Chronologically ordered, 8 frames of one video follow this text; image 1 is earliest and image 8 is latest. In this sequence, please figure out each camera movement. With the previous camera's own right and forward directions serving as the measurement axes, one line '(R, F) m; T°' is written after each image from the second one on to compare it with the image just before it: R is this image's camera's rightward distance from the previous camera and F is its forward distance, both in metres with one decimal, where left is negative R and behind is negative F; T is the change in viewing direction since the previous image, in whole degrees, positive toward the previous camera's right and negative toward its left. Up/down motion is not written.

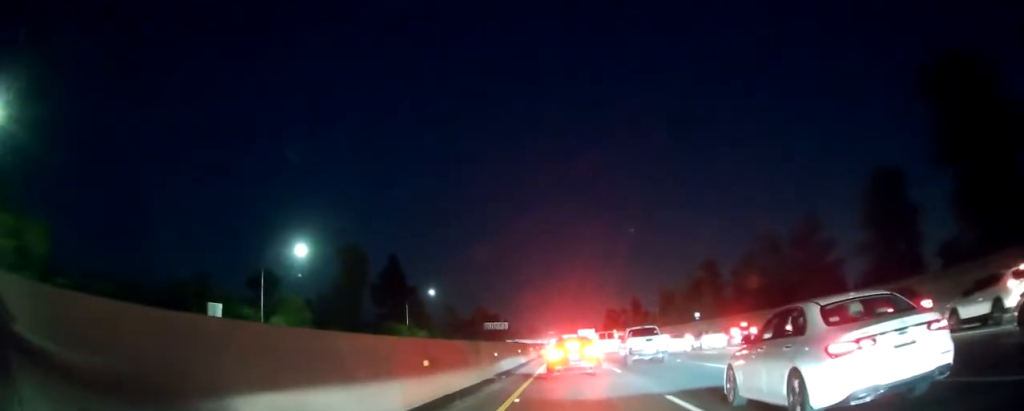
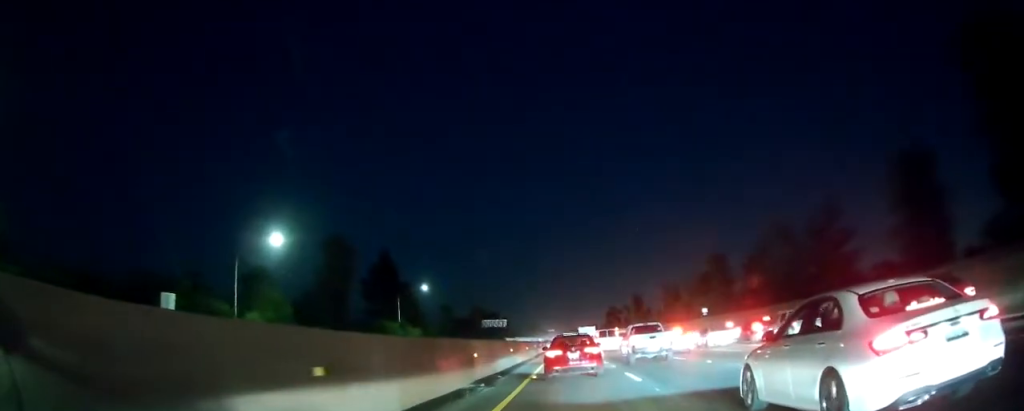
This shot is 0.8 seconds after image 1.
(+0.2, +6.4) m; 0°
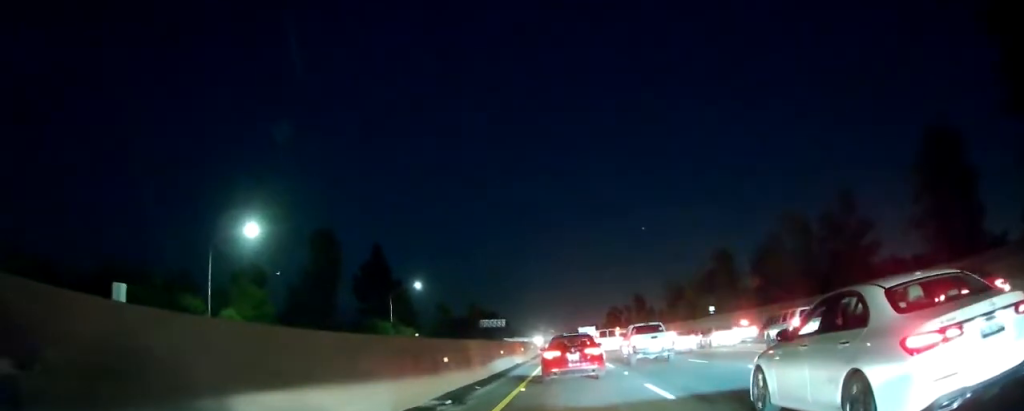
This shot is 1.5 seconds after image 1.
(0.0, +6.1) m; -1°
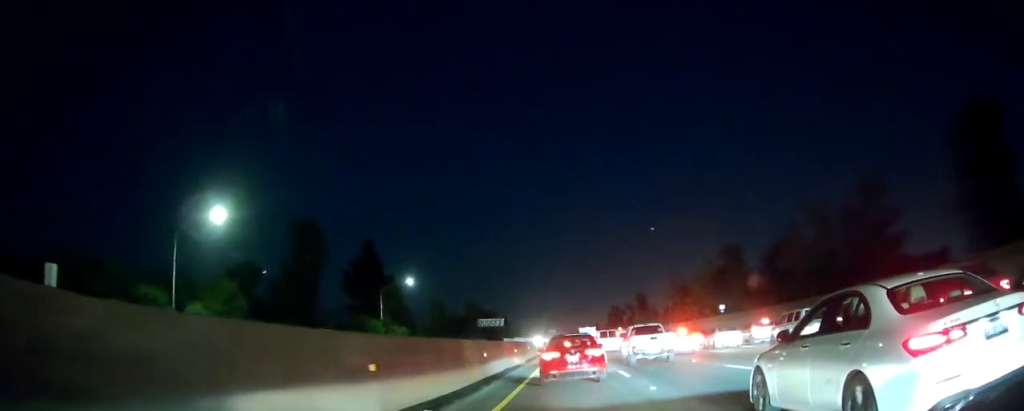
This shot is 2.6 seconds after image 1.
(-0.1, +7.7) m; -1°
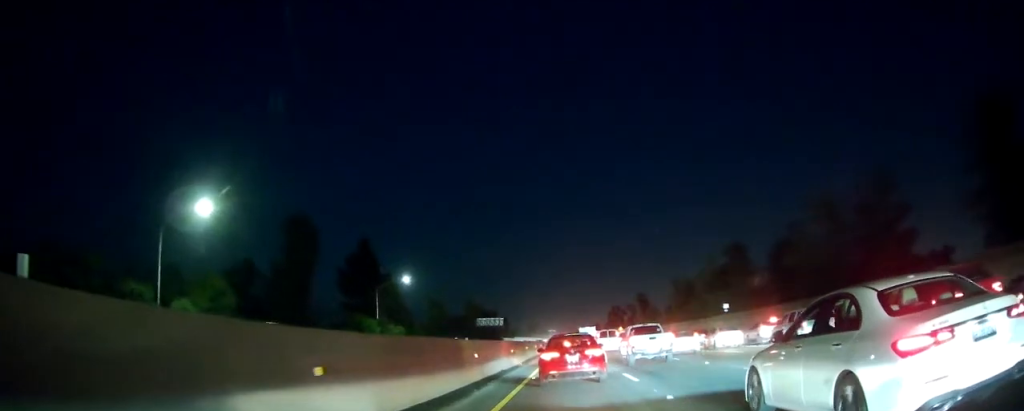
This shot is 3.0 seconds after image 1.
(0.0, +2.8) m; 0°
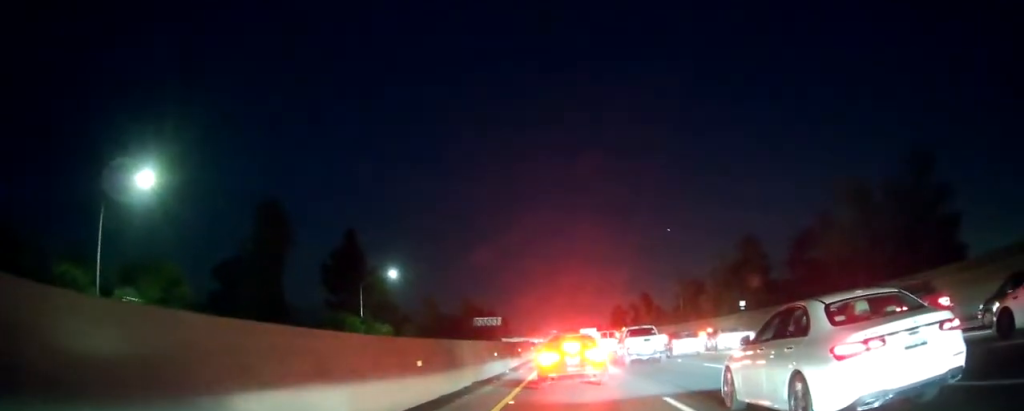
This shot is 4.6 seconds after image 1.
(0.0, +9.9) m; 0°
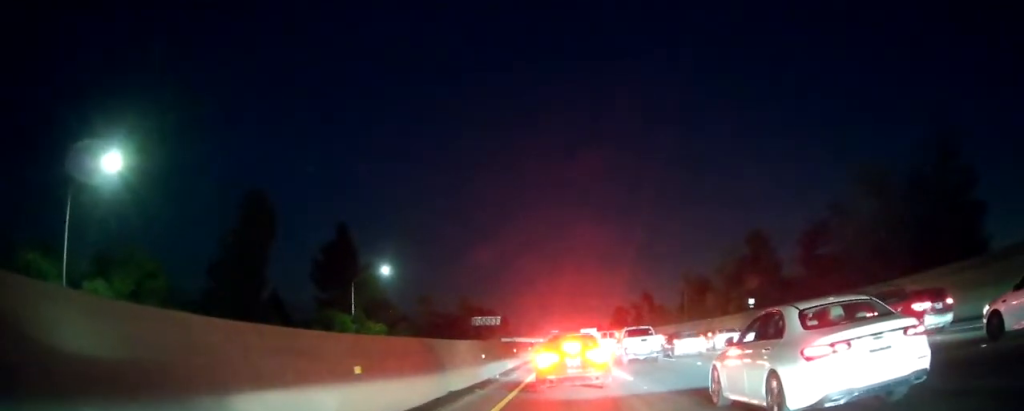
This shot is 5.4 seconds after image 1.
(0.0, +4.6) m; +1°
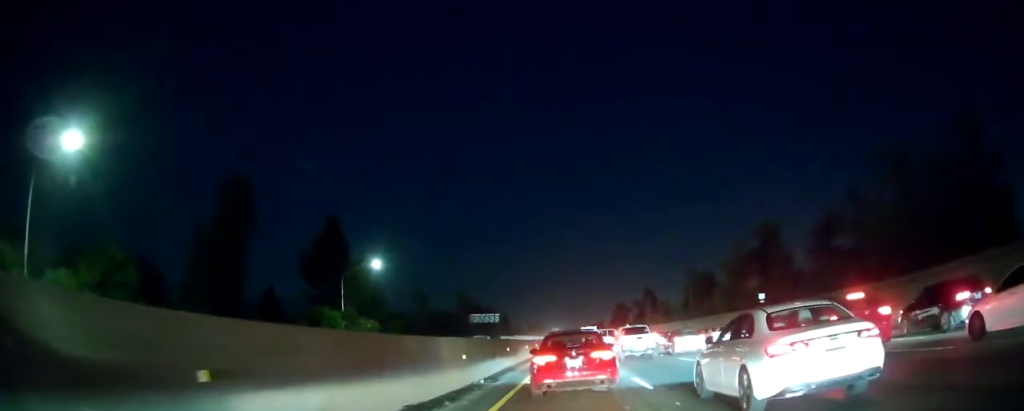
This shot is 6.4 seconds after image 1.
(+0.1, +5.0) m; +1°
